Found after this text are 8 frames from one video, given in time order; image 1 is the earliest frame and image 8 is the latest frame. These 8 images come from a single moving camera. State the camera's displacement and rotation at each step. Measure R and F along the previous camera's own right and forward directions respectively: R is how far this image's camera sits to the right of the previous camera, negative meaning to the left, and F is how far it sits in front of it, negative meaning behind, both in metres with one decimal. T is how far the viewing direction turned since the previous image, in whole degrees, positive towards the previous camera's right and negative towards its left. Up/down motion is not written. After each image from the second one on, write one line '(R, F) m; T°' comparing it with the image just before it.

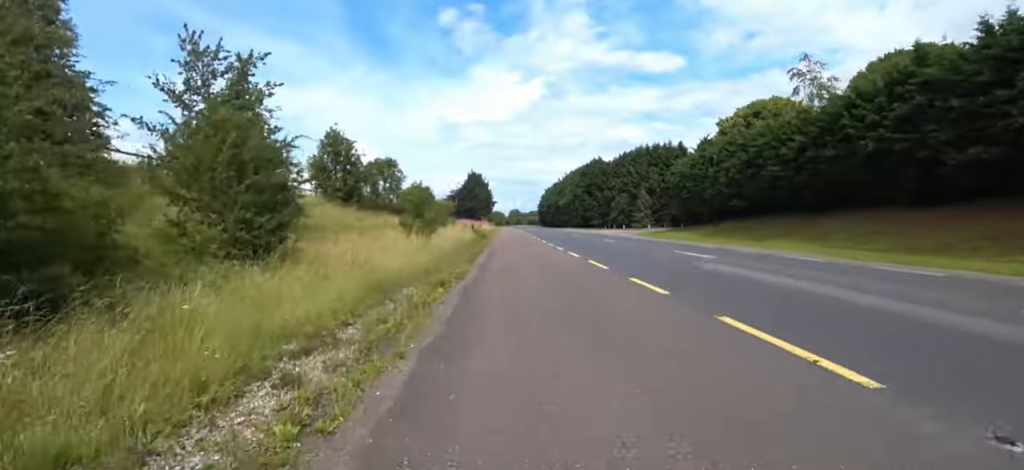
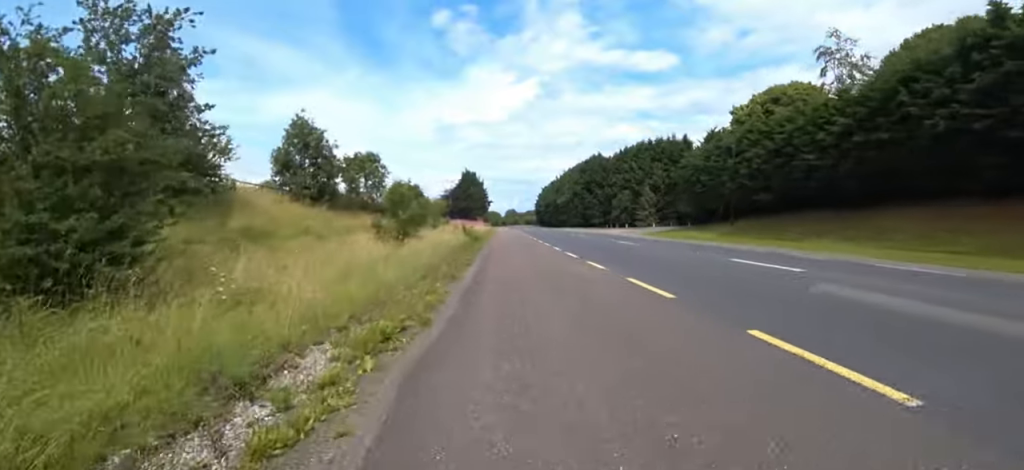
(0.0, +4.4) m; 0°
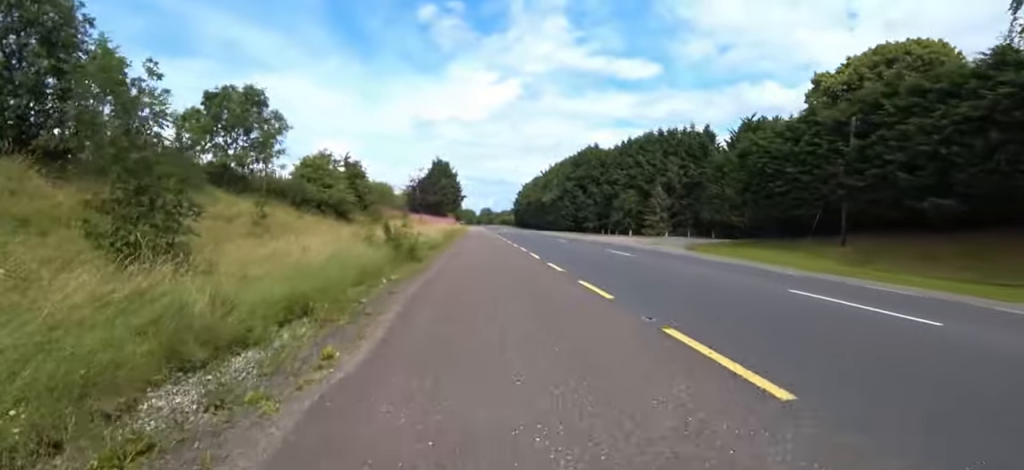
(0.0, +15.6) m; 0°
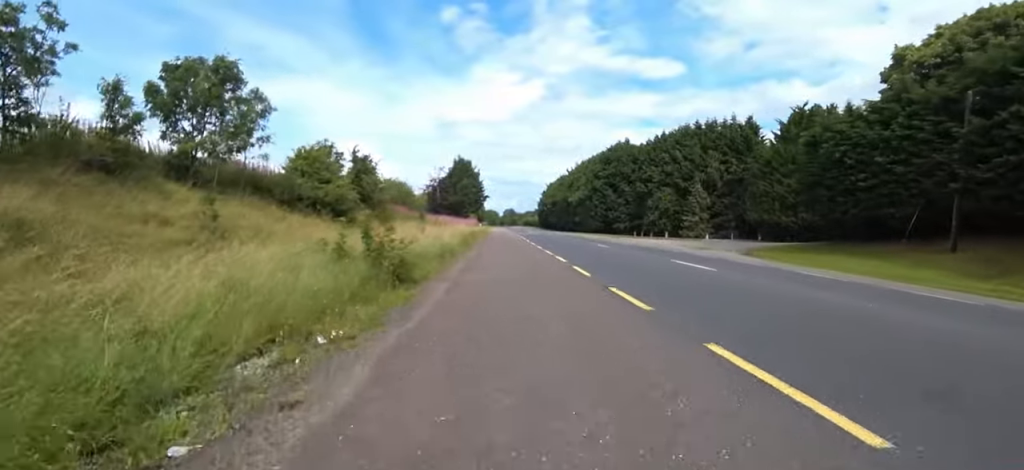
(0.0, +4.5) m; 0°
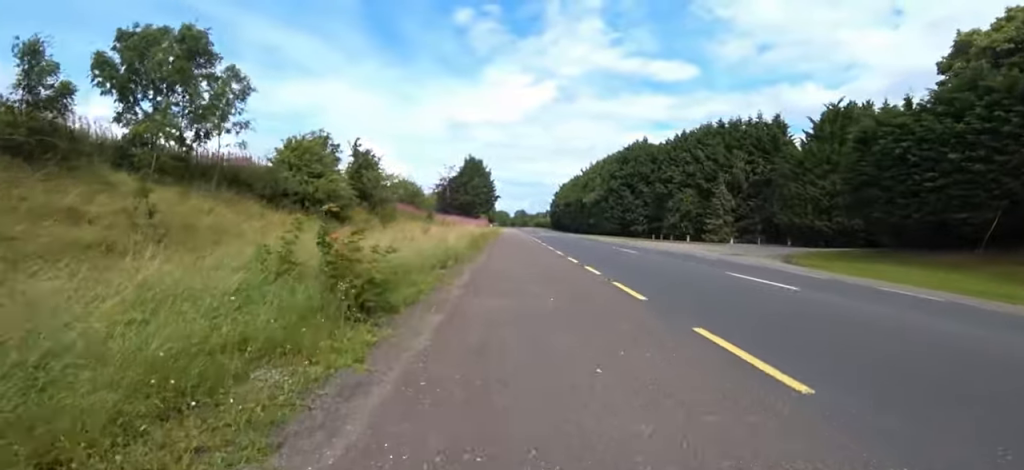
(0.0, +2.9) m; 0°
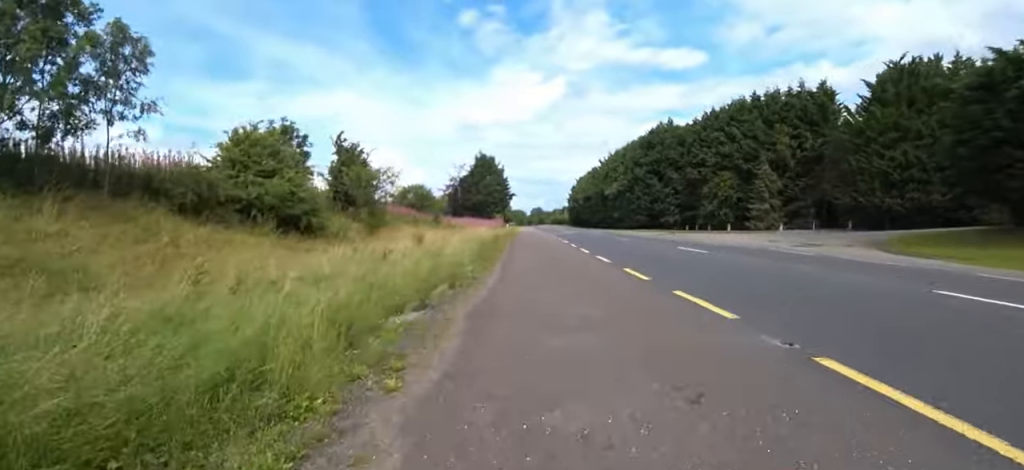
(0.0, +5.4) m; 0°
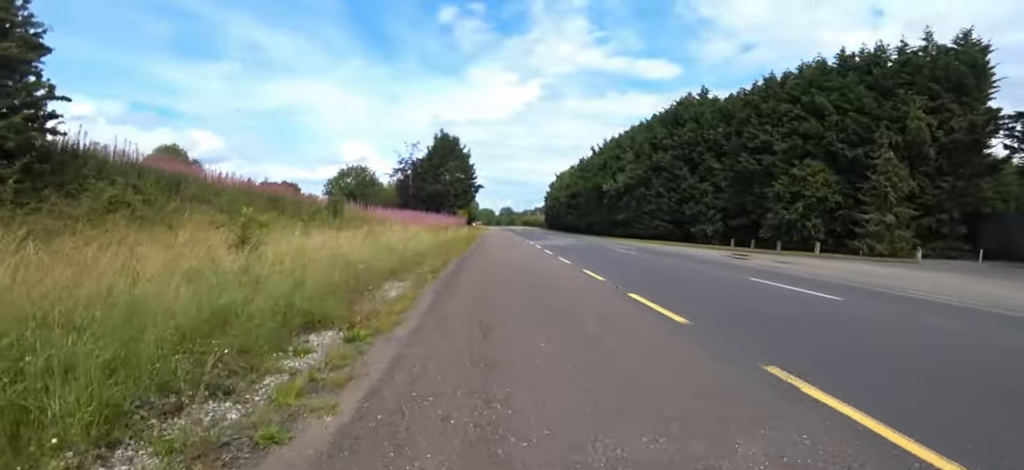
(+0.3, +19.0) m; +3°
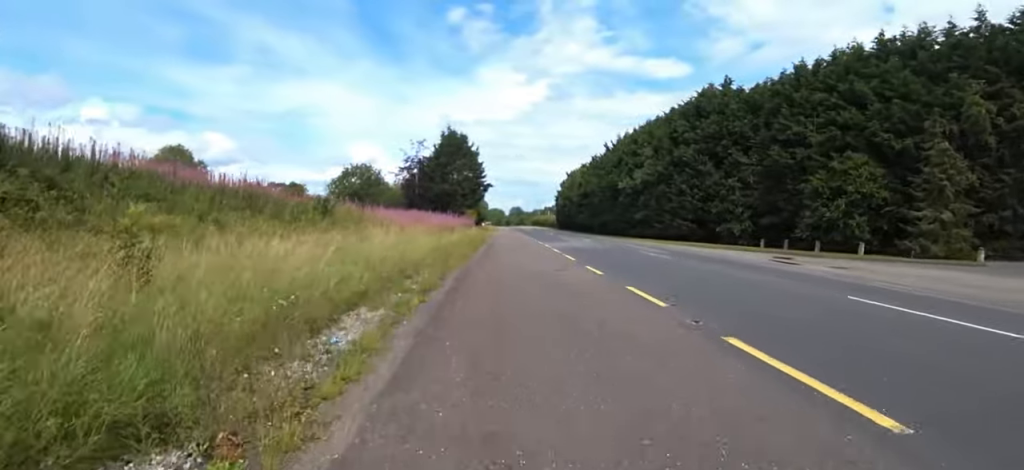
(+0.1, +3.0) m; +1°
